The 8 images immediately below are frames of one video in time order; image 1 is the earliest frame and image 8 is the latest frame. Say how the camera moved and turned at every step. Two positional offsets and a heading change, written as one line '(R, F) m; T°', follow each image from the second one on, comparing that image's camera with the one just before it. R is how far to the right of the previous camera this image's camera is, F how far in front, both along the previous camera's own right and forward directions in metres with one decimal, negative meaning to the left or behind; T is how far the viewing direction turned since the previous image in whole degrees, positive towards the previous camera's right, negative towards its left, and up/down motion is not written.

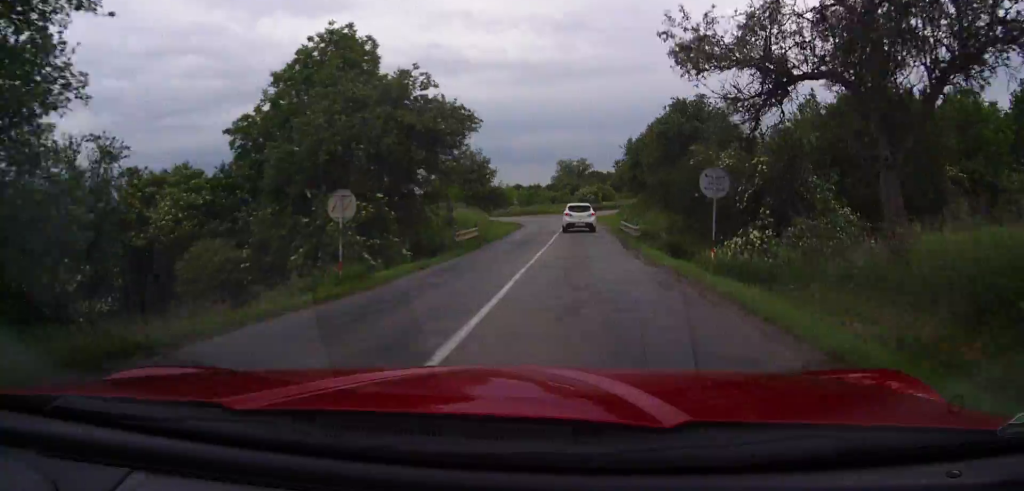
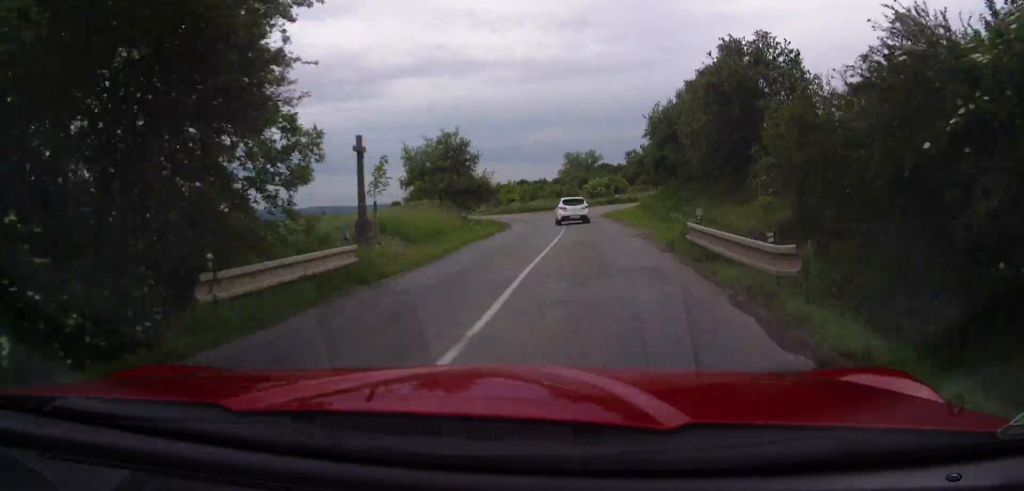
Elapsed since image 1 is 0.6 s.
(+0.1, +16.8) m; -1°
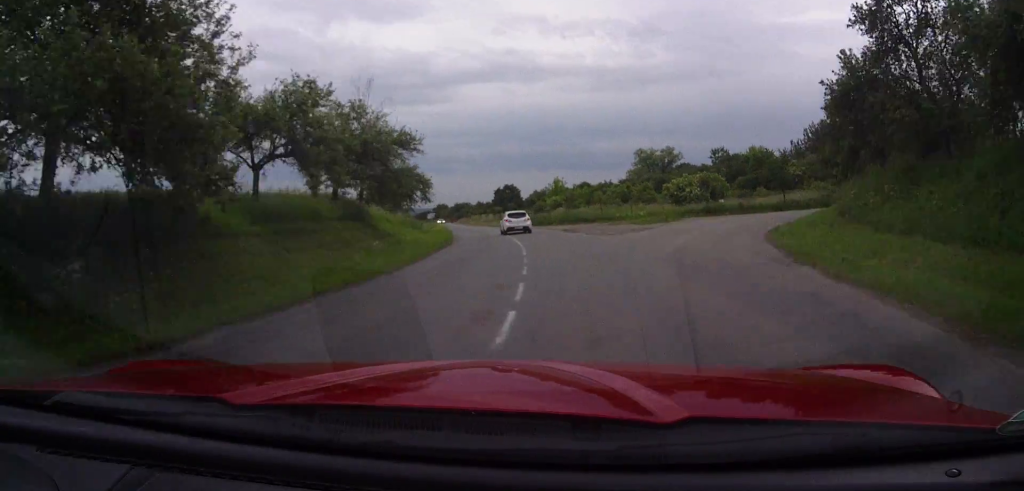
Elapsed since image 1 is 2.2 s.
(-2.1, +44.8) m; -8°
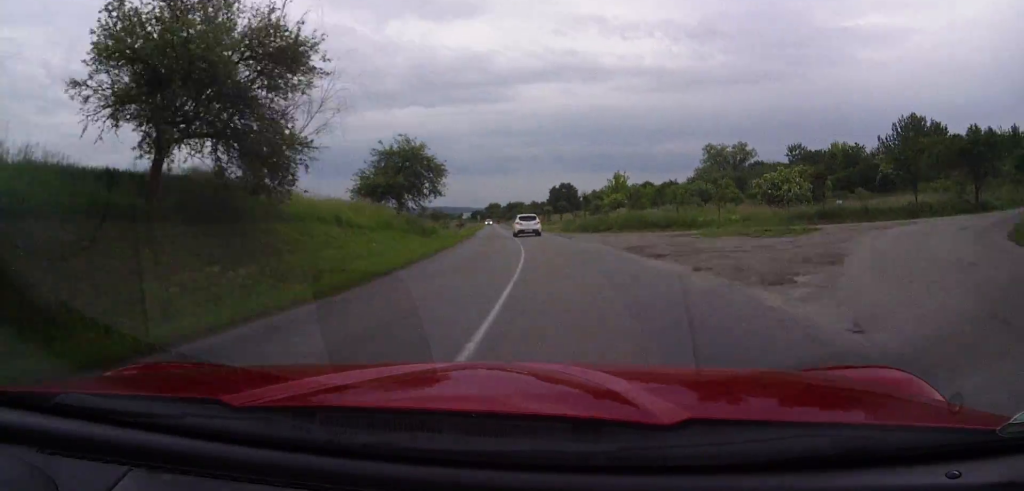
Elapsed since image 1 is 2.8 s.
(-0.3, +18.7) m; -4°
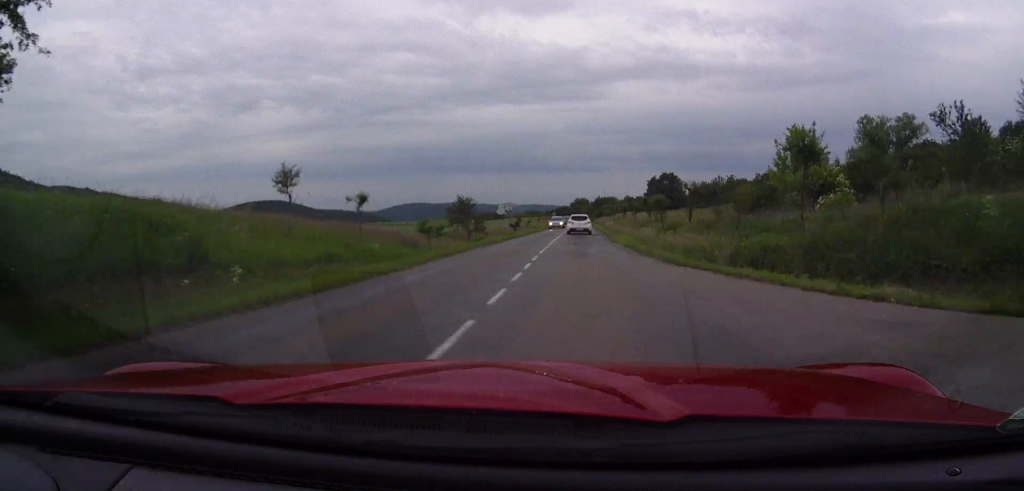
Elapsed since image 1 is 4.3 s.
(-3.2, +49.1) m; -5°
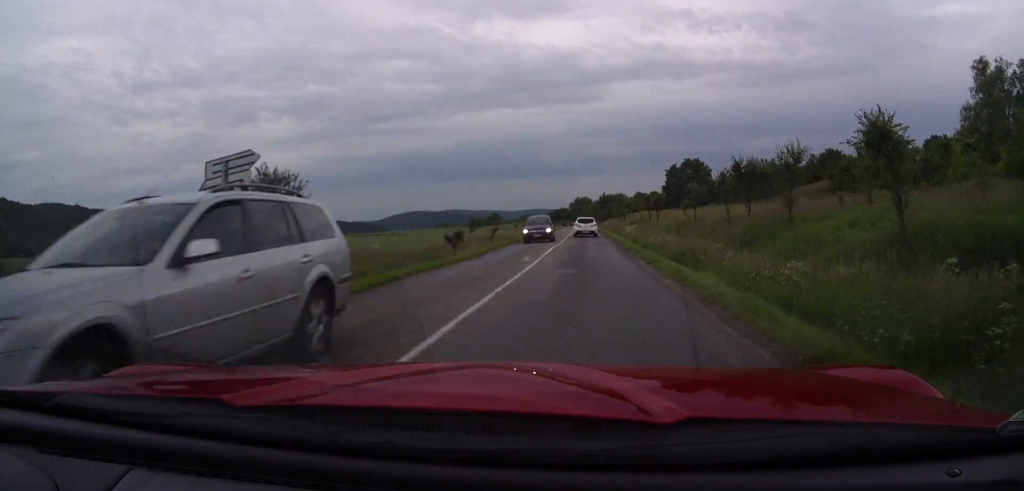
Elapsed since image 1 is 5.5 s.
(-0.9, +38.4) m; -2°
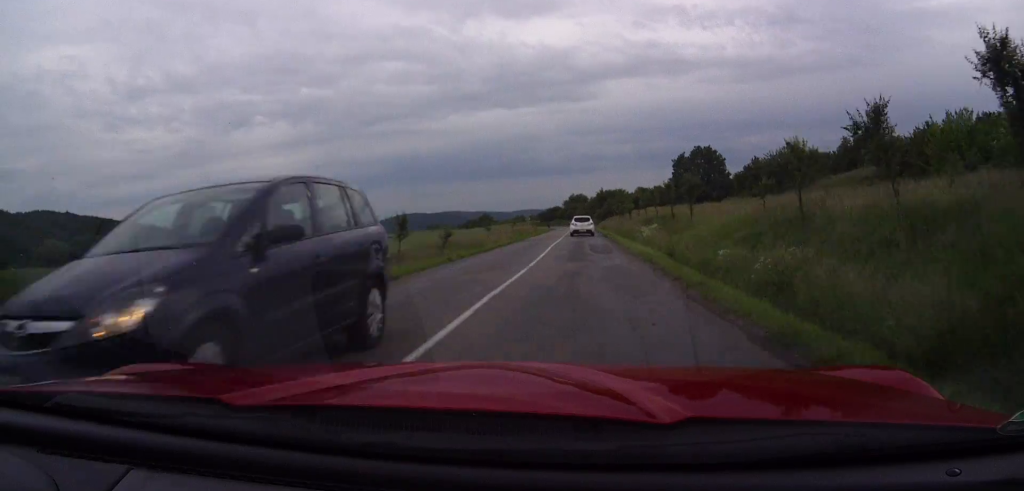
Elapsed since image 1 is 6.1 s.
(-0.1, +18.8) m; 0°
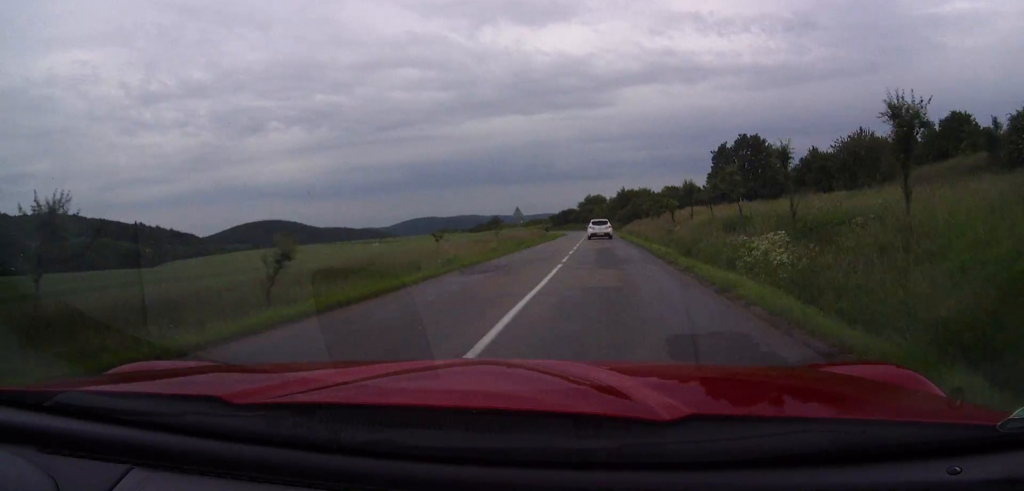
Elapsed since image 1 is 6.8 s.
(+0.1, +24.5) m; 0°
